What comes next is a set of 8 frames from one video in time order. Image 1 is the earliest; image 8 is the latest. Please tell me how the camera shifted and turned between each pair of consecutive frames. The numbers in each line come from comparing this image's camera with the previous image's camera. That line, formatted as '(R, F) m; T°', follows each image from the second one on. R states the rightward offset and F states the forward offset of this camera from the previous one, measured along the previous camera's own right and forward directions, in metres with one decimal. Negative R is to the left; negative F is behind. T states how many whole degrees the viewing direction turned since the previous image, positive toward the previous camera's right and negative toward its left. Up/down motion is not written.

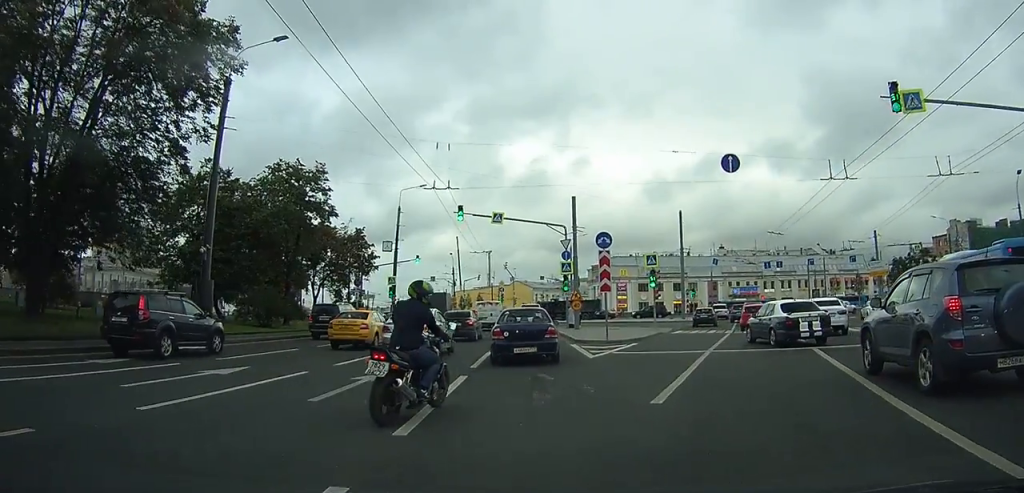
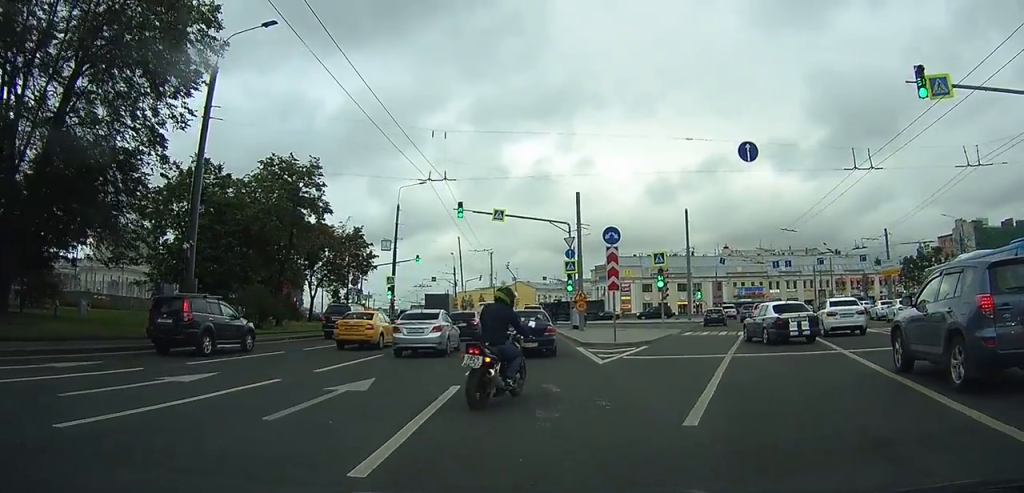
(0.0, +2.1) m; +1°
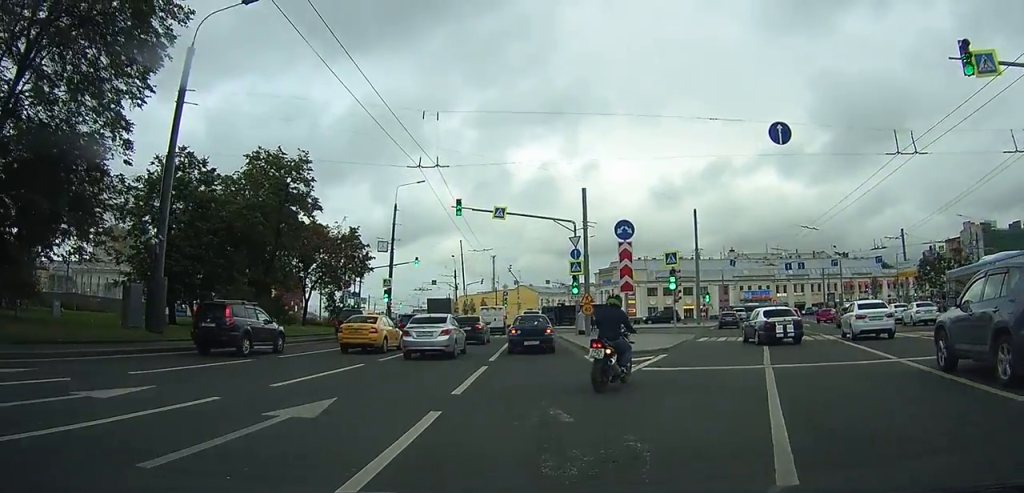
(0.0, +3.0) m; +1°
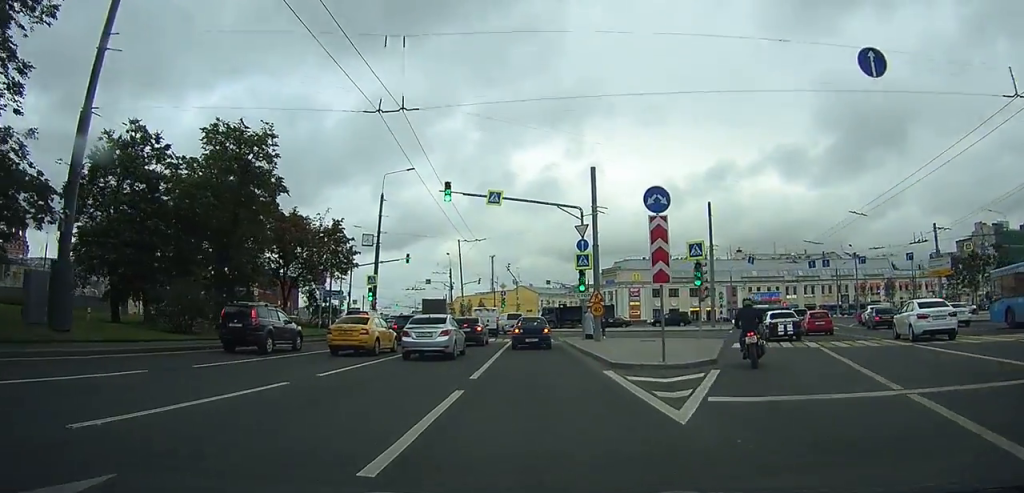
(+0.1, +5.4) m; +1°
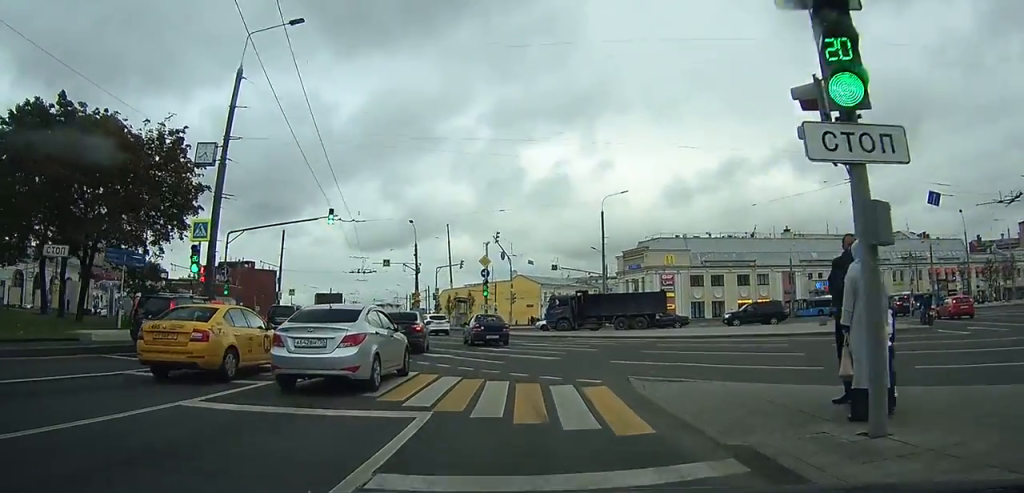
(+0.5, +25.5) m; +1°
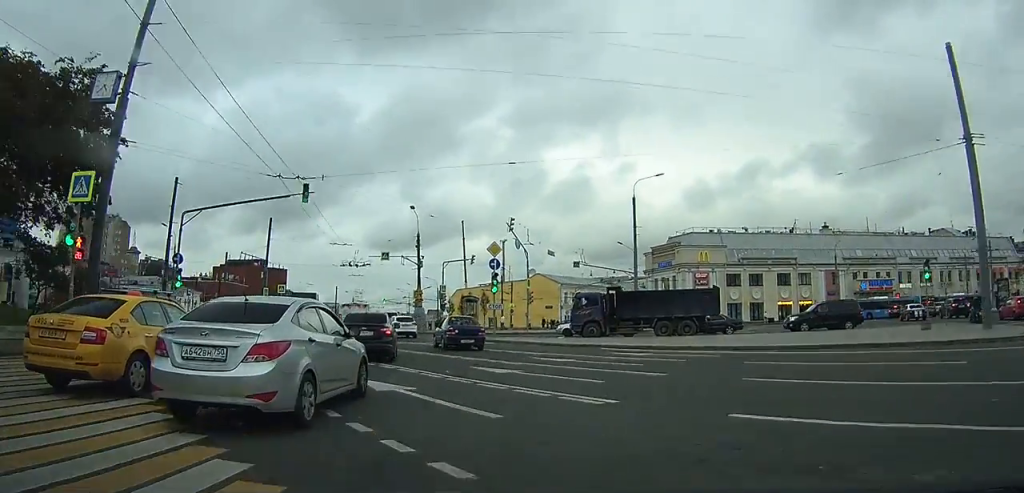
(-0.1, +8.2) m; -2°
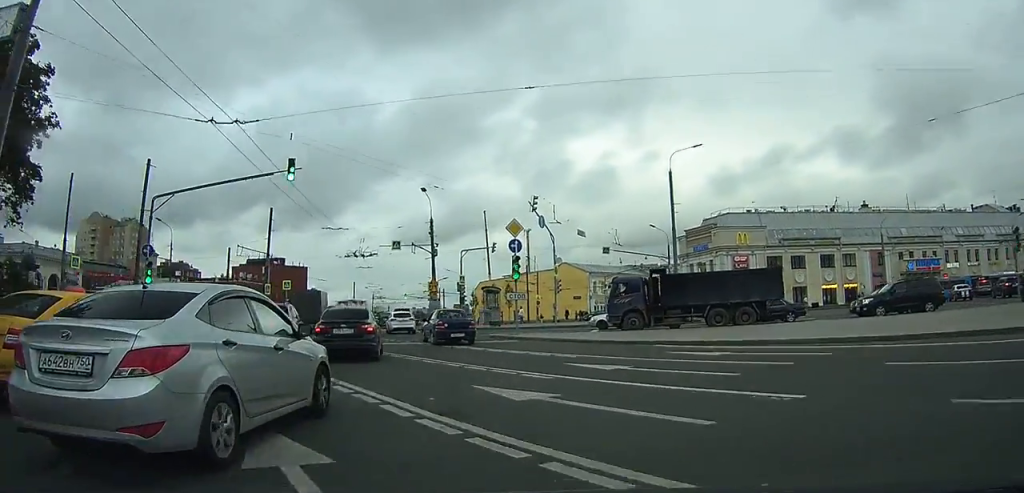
(0.0, +5.5) m; -2°
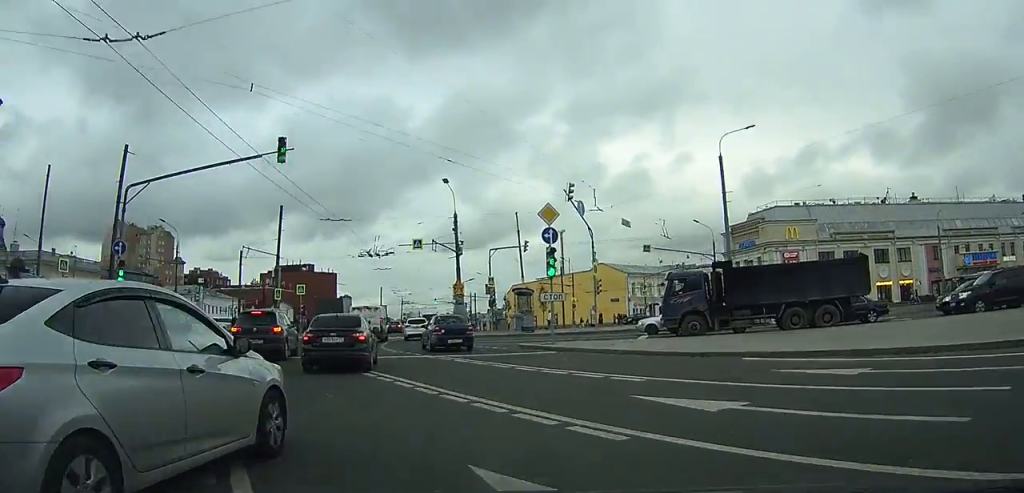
(-0.1, +5.2) m; -3°
